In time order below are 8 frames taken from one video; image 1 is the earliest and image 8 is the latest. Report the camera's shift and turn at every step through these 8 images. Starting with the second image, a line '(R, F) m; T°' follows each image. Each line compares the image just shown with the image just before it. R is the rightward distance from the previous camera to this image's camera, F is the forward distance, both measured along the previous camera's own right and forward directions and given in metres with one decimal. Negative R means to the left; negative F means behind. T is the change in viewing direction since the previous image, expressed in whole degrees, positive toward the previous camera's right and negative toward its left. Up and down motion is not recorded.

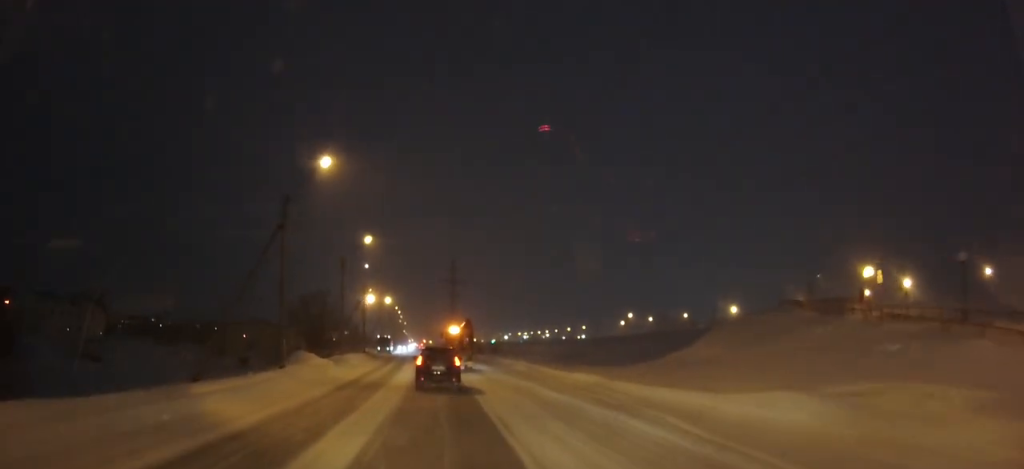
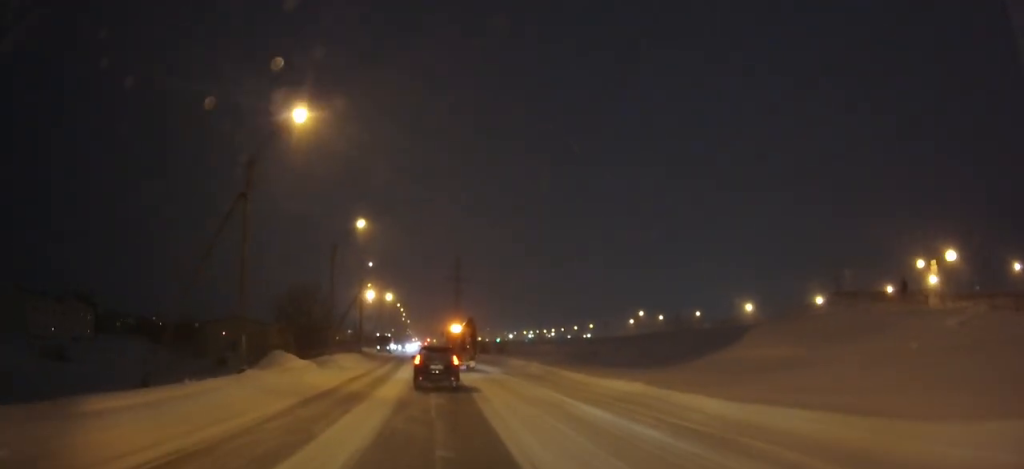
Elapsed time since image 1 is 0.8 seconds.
(0.0, +7.0) m; -1°
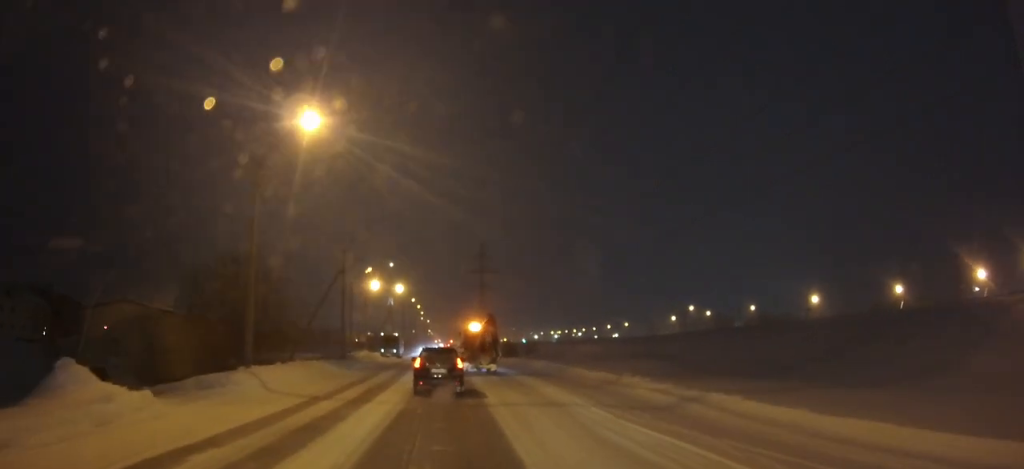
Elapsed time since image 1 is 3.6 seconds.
(-0.5, +23.8) m; -2°
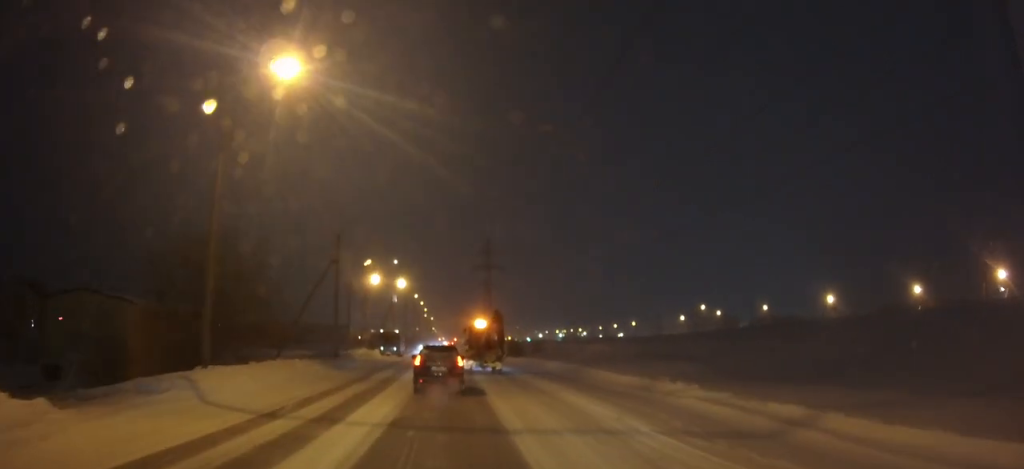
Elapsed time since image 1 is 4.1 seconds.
(0.0, +5.2) m; 0°
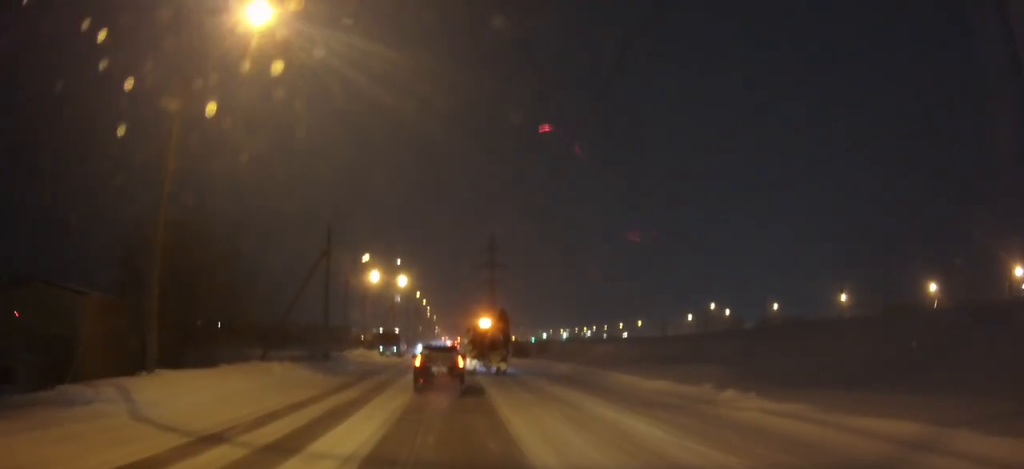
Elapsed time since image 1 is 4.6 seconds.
(0.0, +4.3) m; 0°
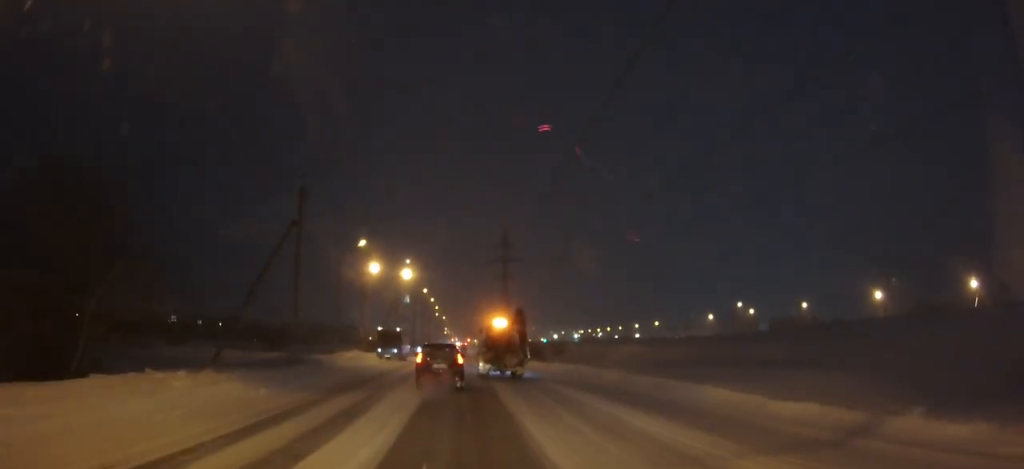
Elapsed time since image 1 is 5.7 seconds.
(0.0, +10.5) m; 0°
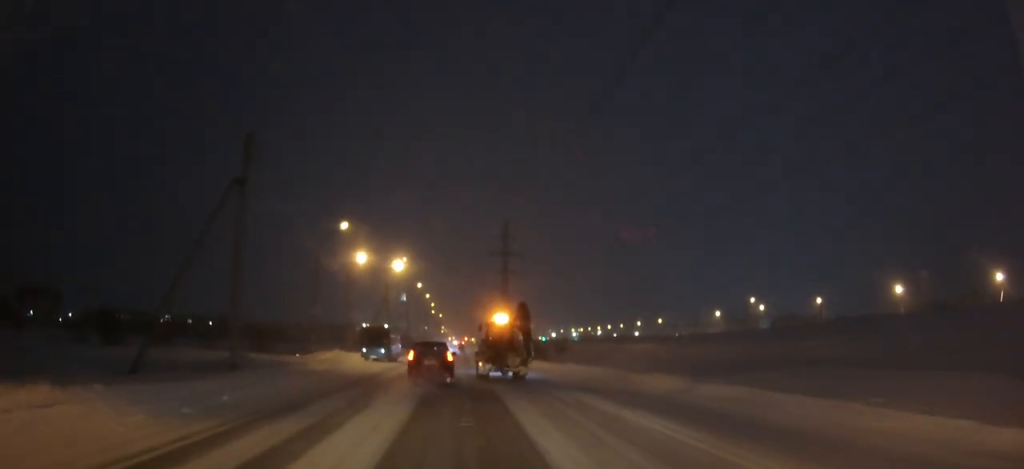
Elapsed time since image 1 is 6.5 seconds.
(0.0, +8.1) m; 0°
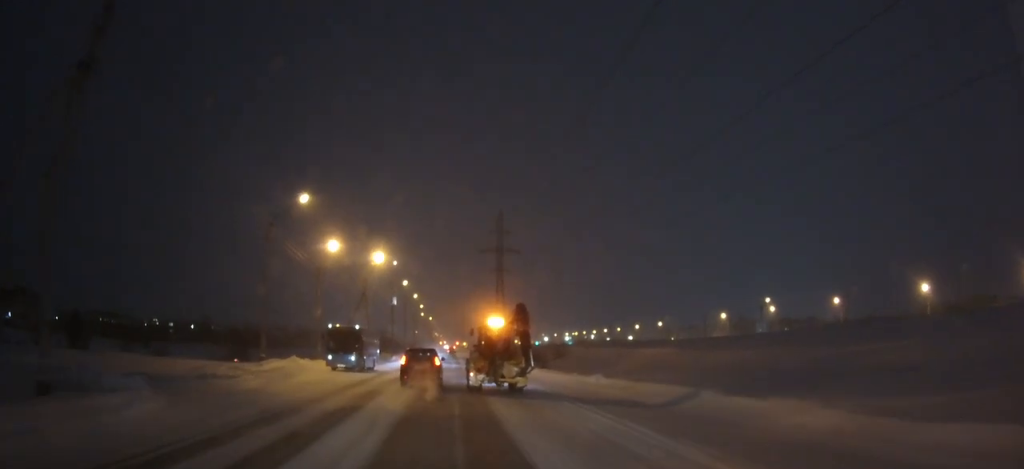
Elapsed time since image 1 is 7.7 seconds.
(0.0, +10.9) m; 0°
